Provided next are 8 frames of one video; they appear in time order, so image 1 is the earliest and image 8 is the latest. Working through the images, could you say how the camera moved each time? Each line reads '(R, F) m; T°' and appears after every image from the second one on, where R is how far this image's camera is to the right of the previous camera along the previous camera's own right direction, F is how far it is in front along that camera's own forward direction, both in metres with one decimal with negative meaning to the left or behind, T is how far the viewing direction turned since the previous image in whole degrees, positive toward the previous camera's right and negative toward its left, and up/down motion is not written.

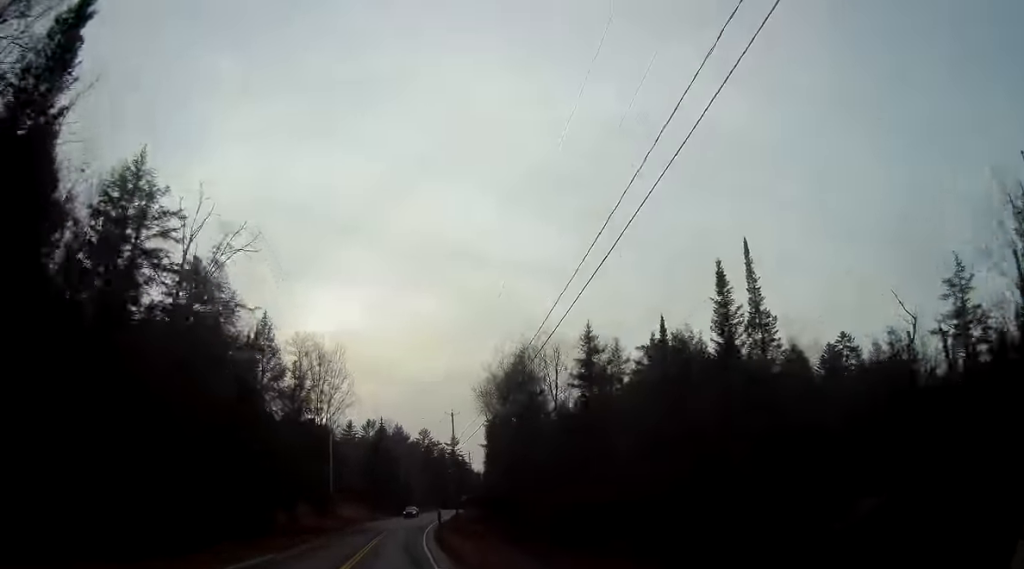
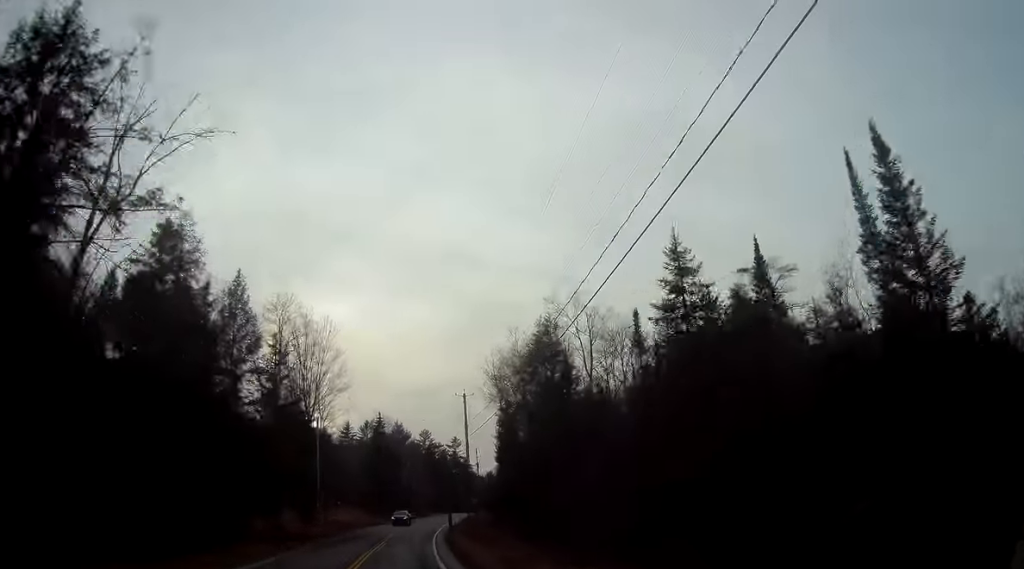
(+0.1, +10.5) m; +1°
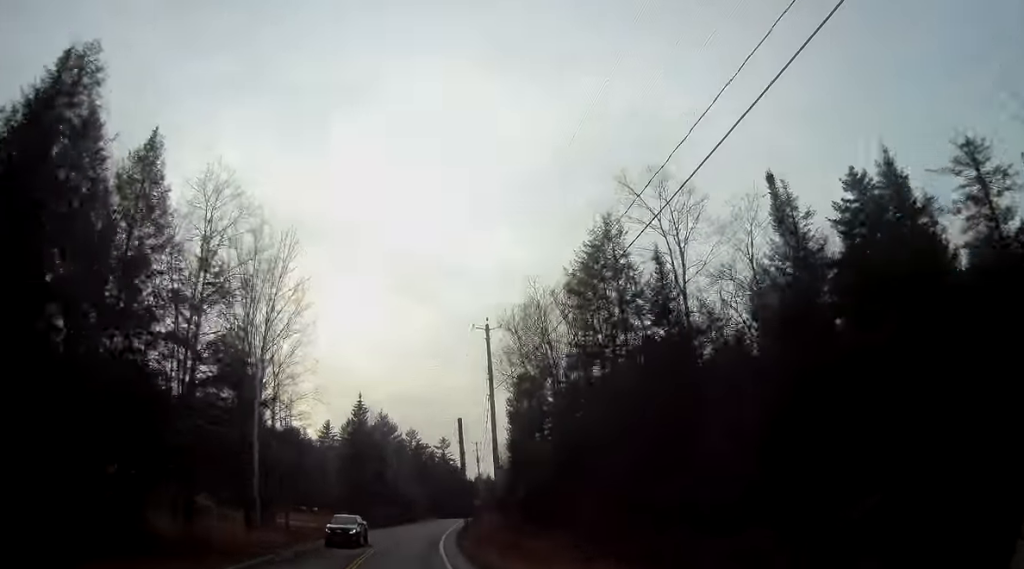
(0.0, +17.9) m; +1°
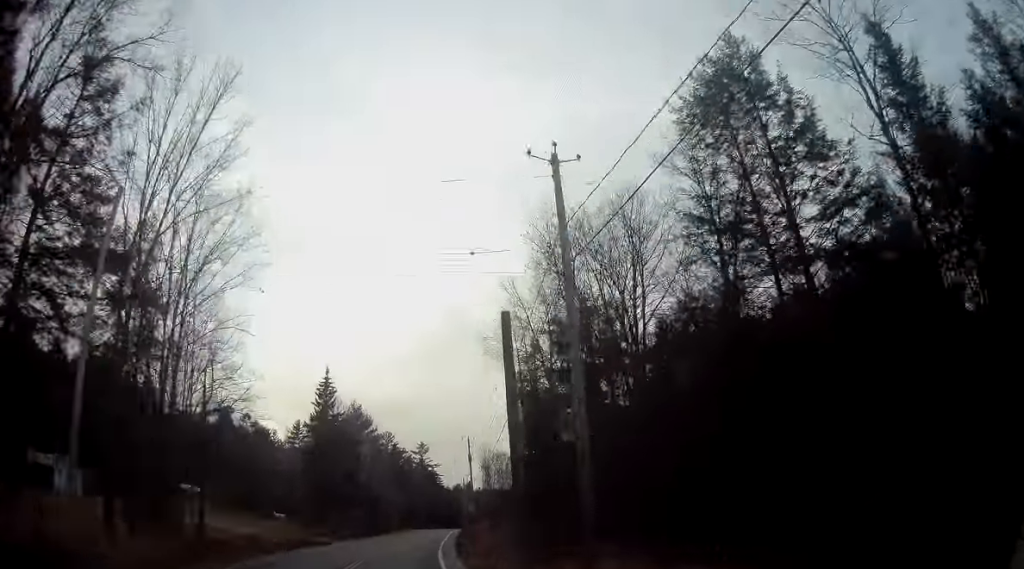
(+0.5, +16.3) m; +3°
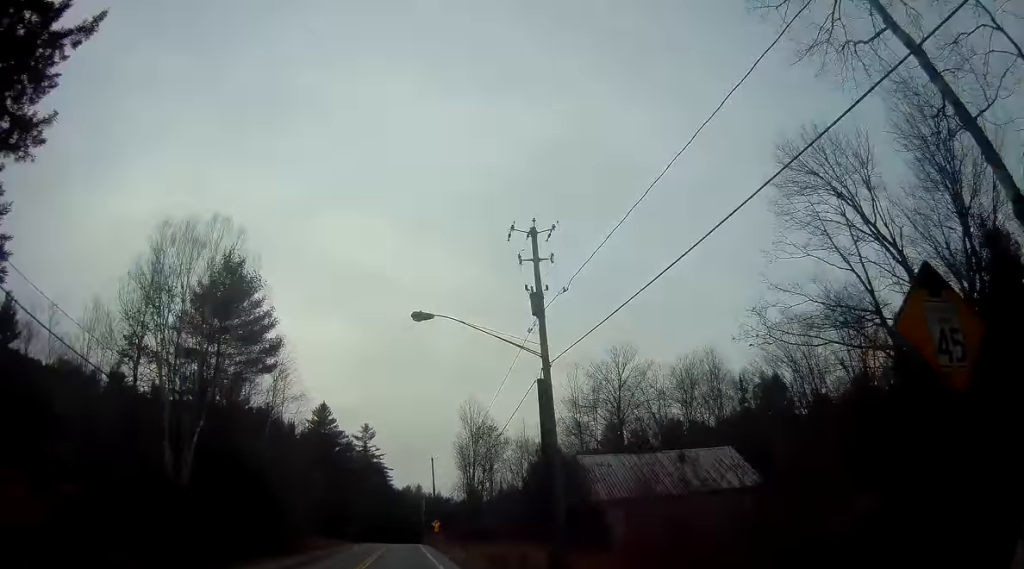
(+2.2, +53.5) m; +3°
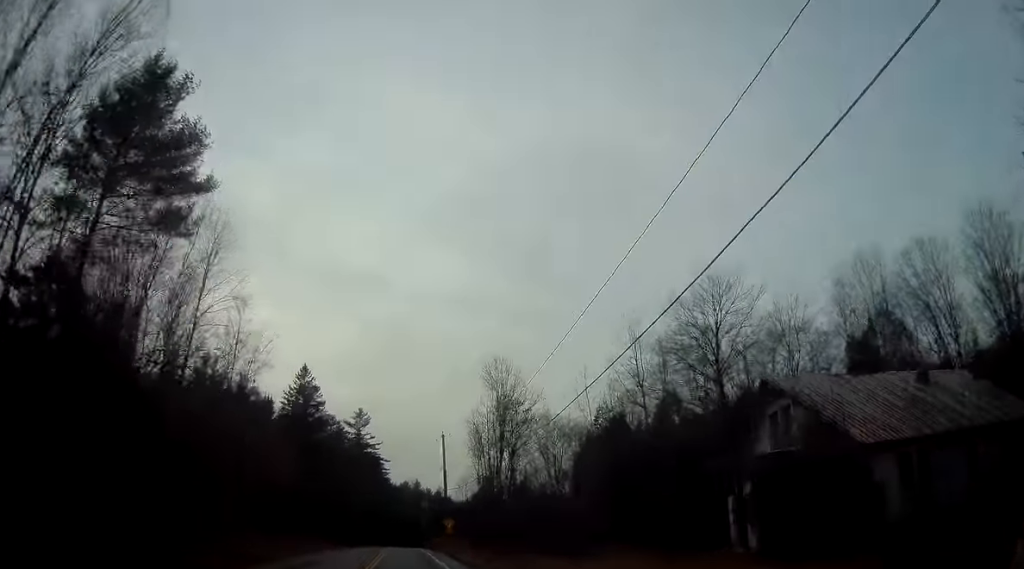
(-0.1, +20.3) m; 0°
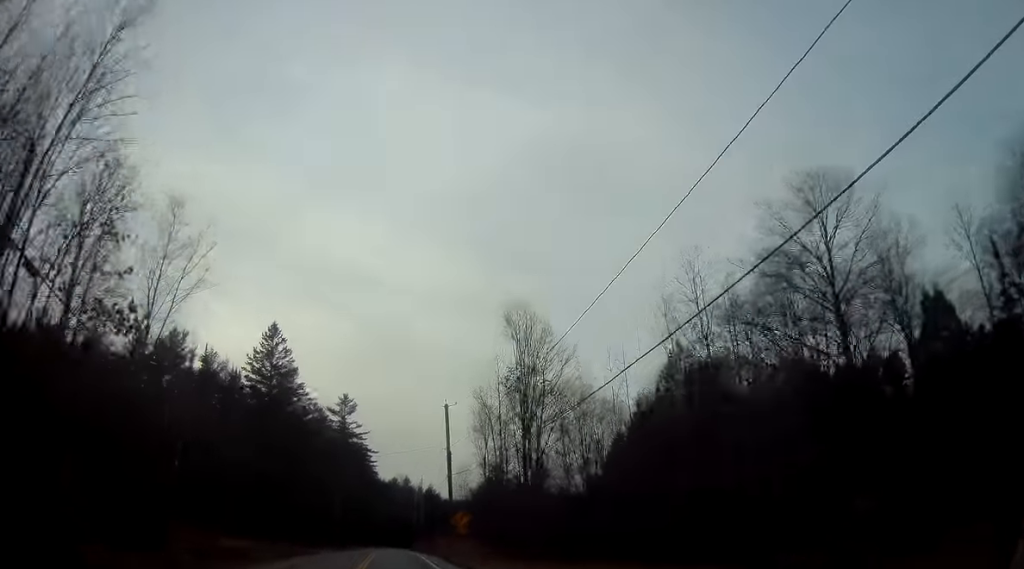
(0.0, +14.5) m; 0°
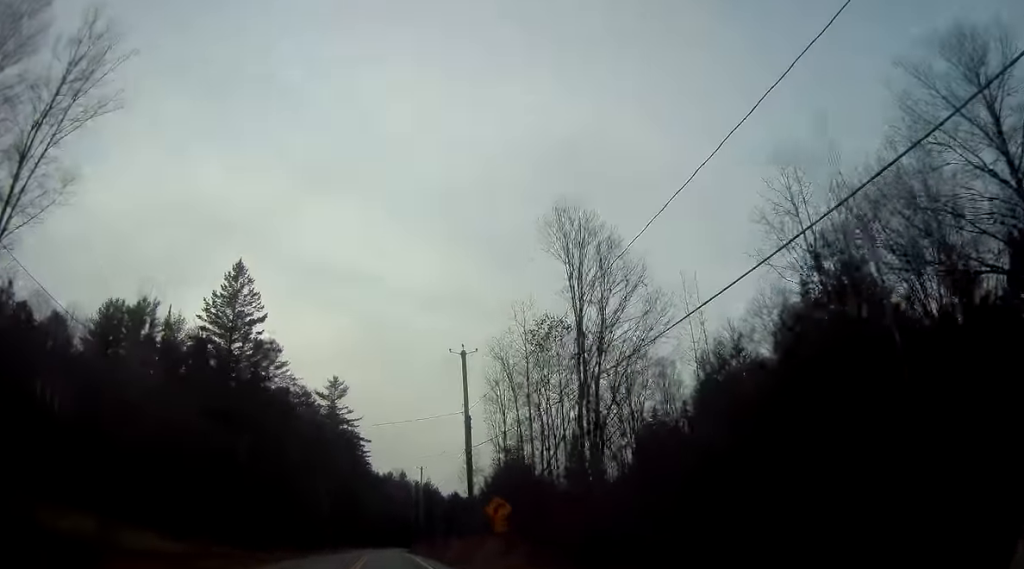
(+0.3, +13.8) m; +1°
